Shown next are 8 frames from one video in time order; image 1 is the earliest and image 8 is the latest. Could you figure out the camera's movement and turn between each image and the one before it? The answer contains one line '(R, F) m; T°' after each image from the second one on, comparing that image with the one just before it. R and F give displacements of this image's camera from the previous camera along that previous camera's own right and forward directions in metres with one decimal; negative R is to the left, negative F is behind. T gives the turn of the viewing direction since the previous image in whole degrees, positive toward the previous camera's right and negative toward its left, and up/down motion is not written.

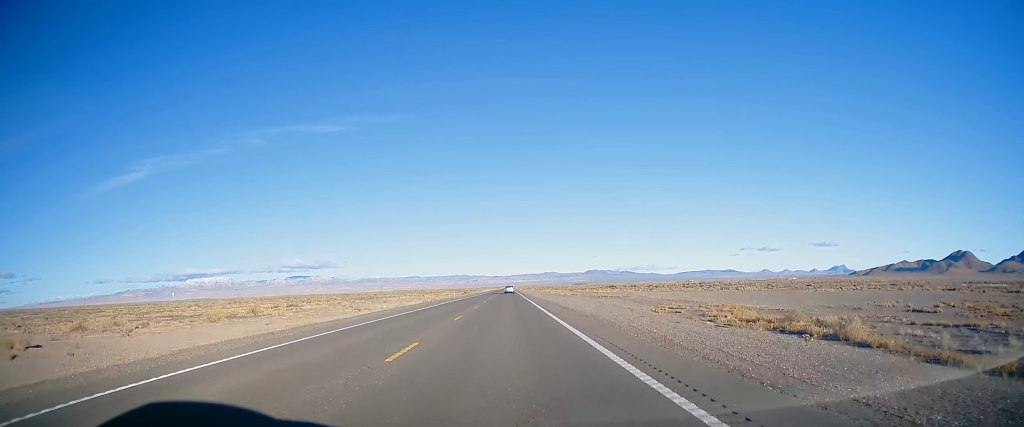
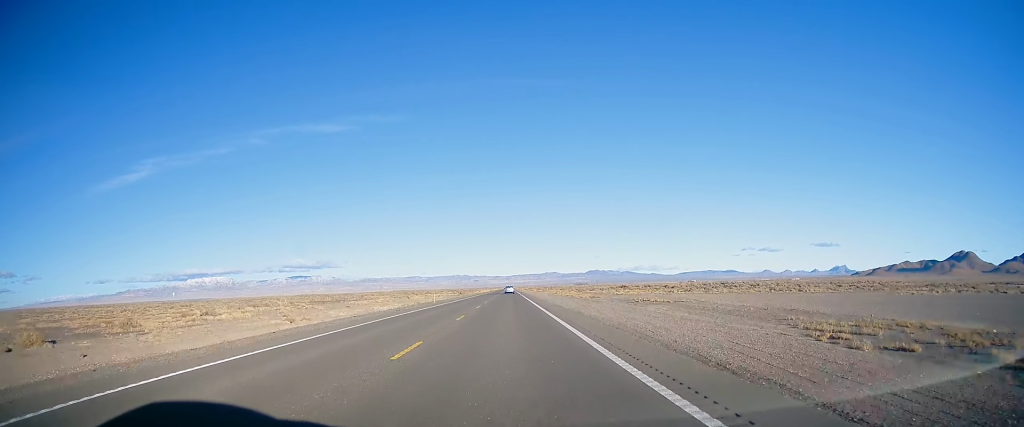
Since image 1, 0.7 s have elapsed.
(0.0, +23.5) m; -1°
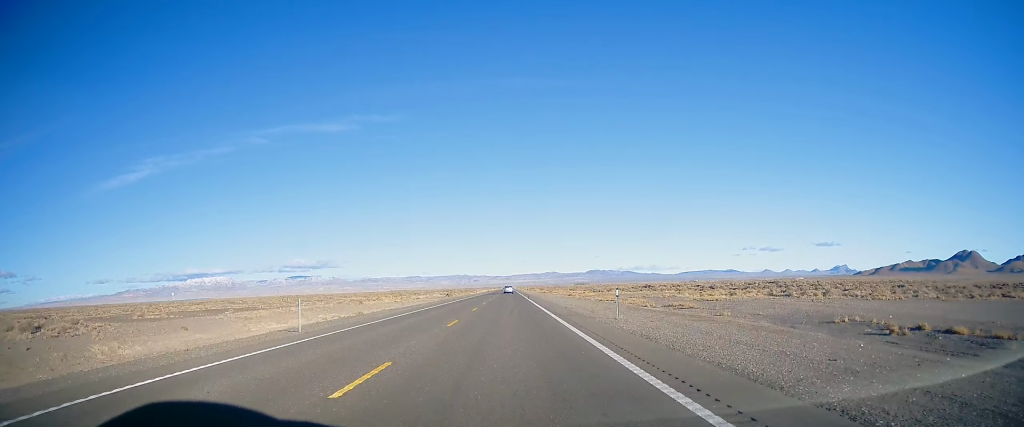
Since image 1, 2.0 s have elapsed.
(-0.6, +39.6) m; 0°
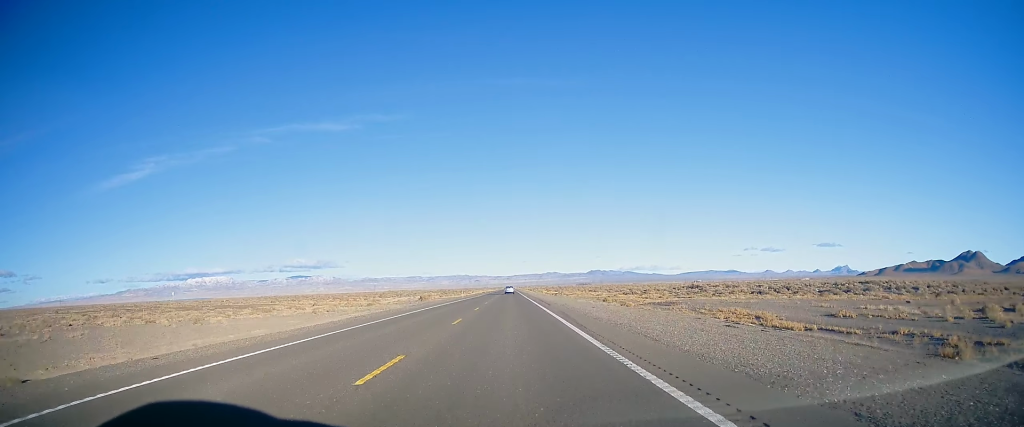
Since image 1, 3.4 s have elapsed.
(+0.8, +47.1) m; +1°
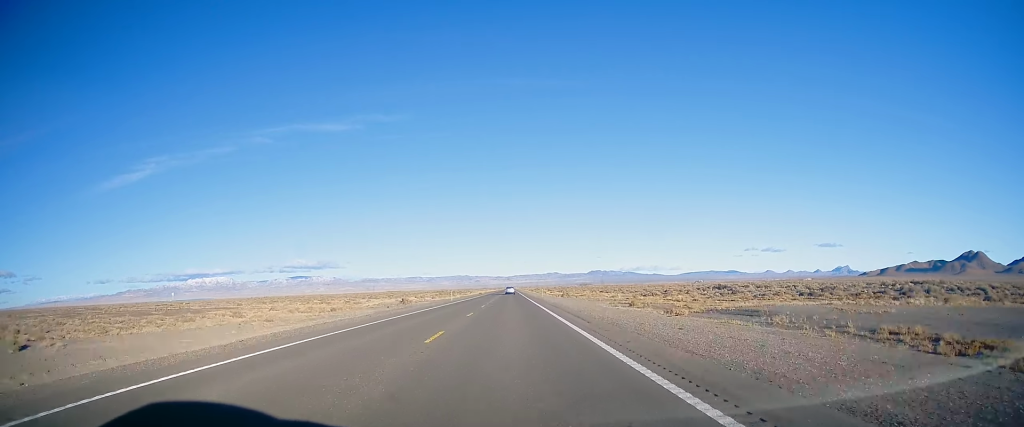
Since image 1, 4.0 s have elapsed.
(0.0, +18.2) m; 0°
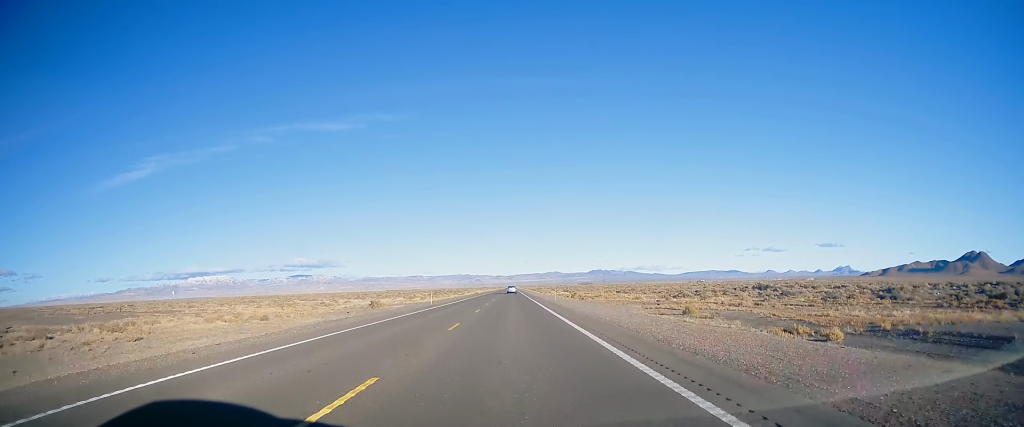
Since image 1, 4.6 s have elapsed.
(0.0, +20.4) m; -1°
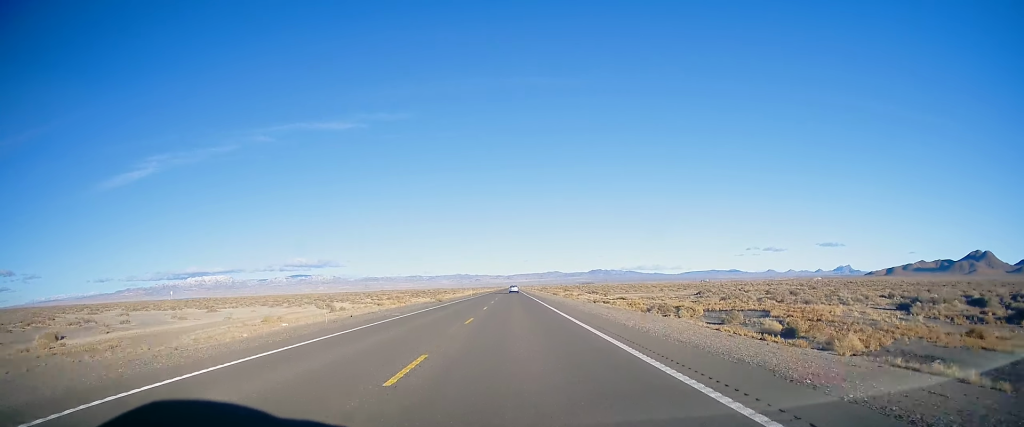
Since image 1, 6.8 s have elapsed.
(-0.1, +69.9) m; +1°
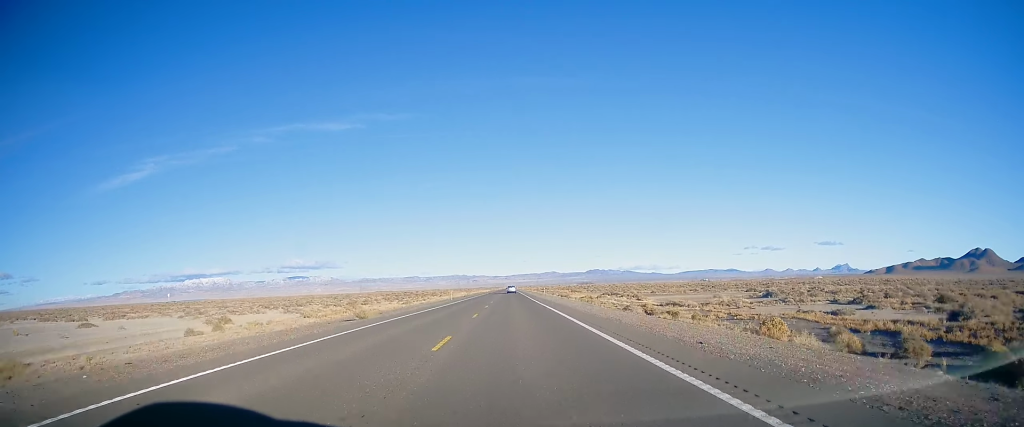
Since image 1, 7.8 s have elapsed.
(0.0, +32.5) m; 0°
